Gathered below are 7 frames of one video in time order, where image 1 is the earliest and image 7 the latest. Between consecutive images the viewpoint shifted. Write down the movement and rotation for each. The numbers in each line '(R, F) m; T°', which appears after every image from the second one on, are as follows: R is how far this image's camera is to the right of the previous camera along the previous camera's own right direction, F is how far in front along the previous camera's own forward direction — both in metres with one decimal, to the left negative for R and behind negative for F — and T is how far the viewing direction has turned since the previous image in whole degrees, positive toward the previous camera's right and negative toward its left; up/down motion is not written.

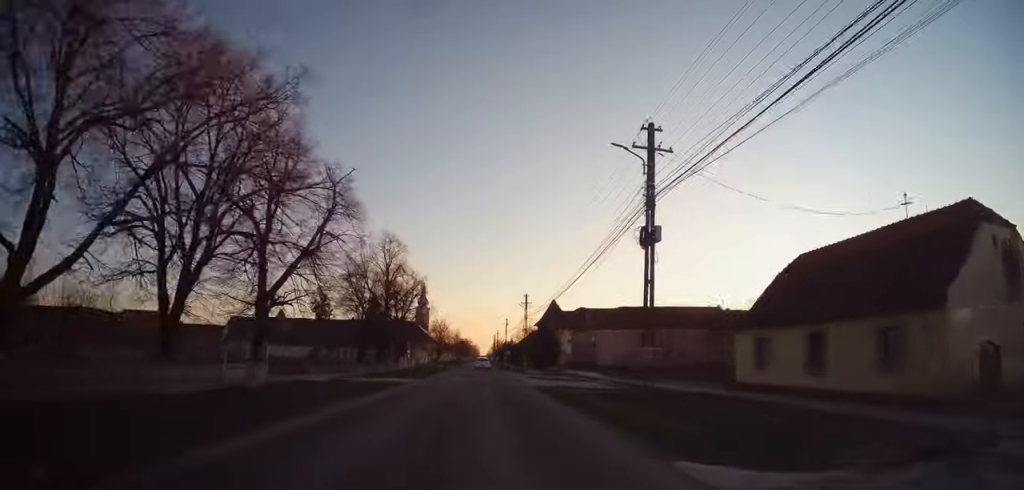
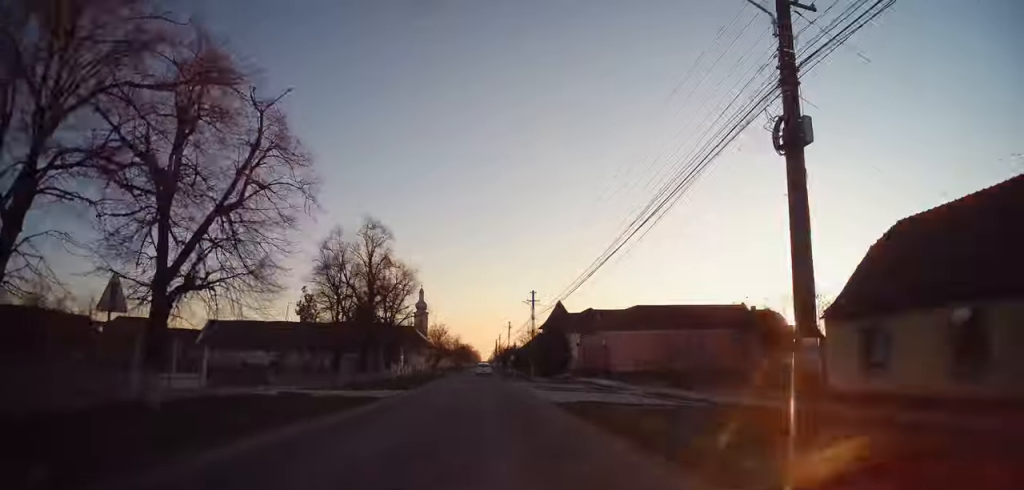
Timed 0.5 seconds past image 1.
(0.0, +7.0) m; 0°
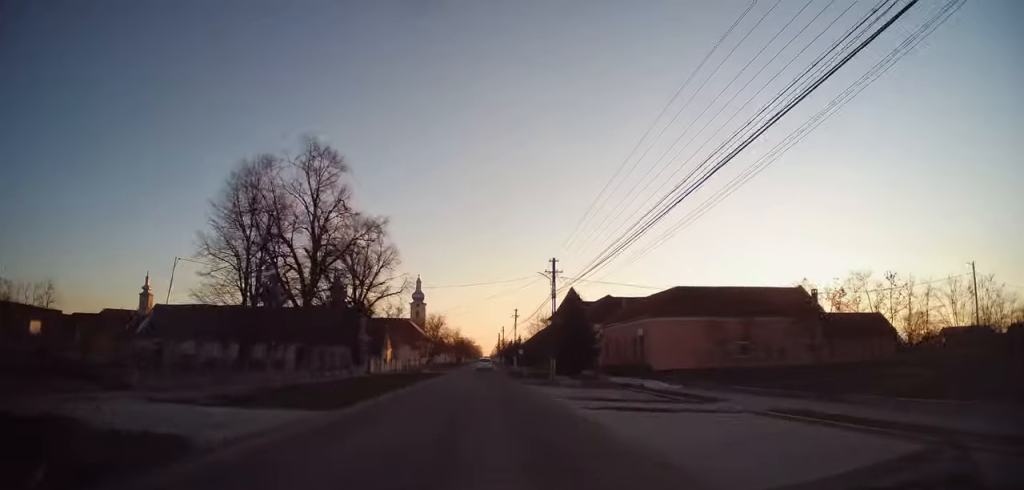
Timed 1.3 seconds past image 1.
(0.0, +13.0) m; 0°
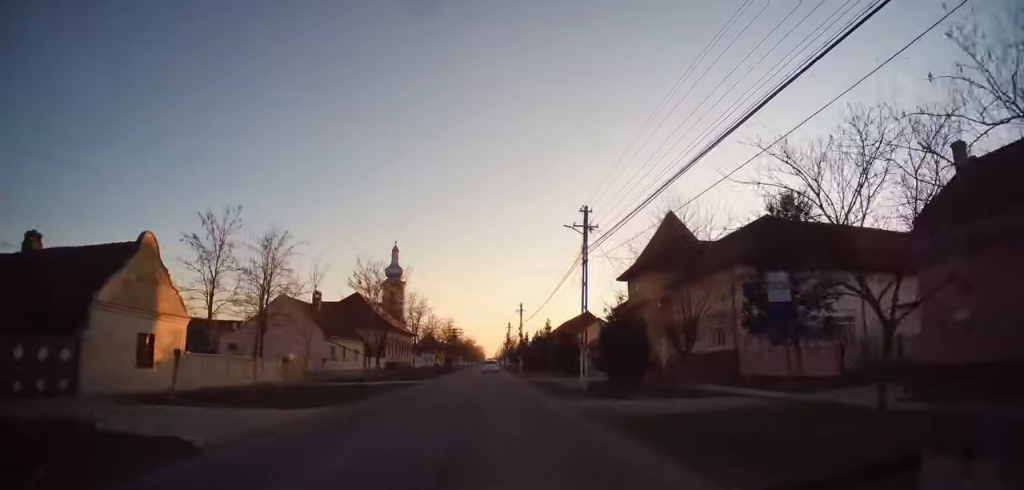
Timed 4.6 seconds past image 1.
(+0.6, +48.8) m; +1°
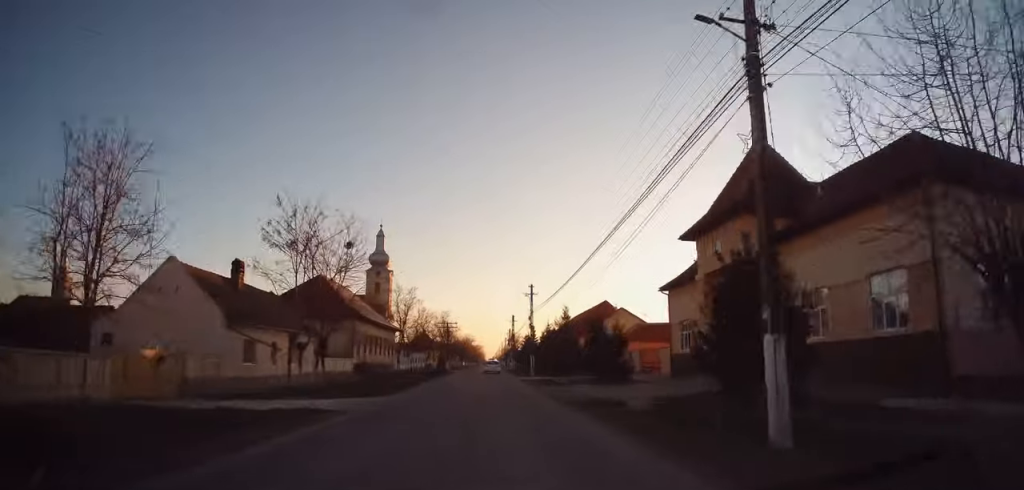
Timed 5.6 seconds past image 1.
(-0.1, +15.3) m; -1°
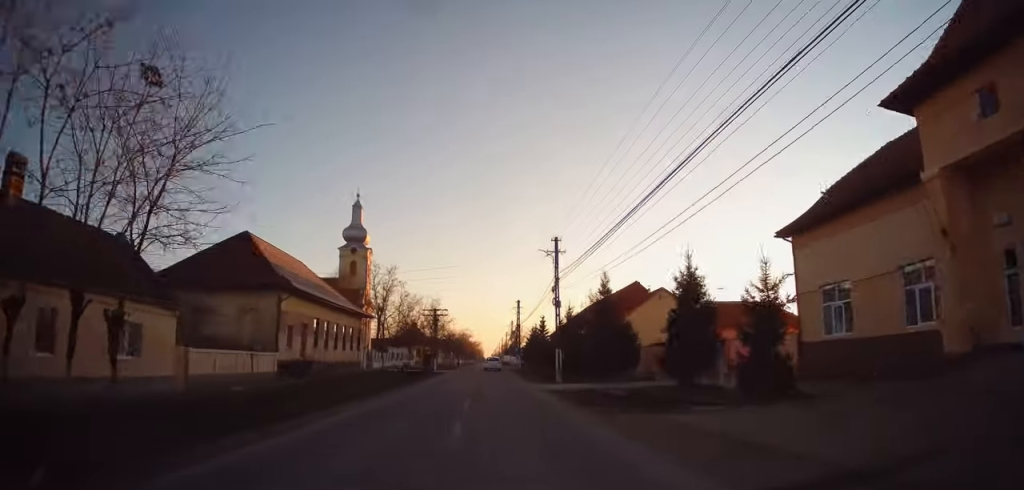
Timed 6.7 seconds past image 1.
(0.0, +17.5) m; 0°
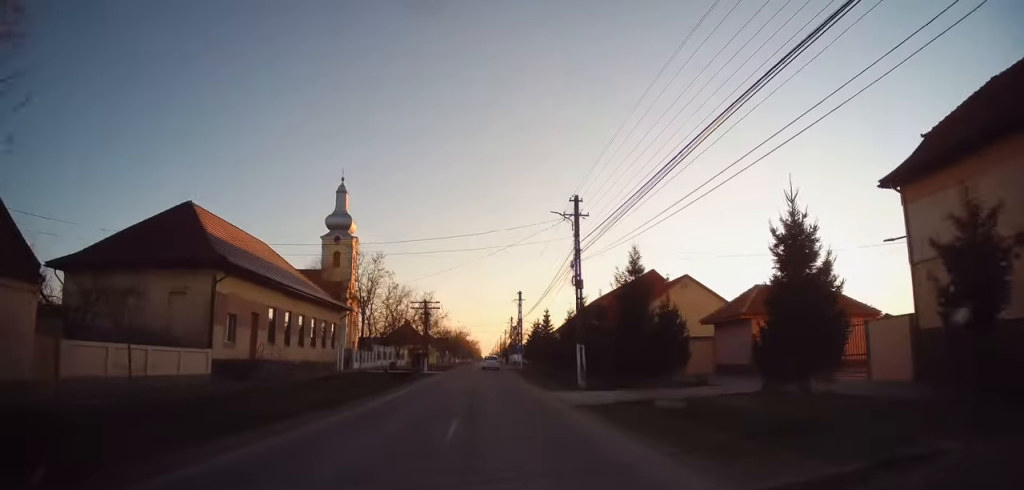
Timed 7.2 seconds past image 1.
(0.0, +7.7) m; 0°
